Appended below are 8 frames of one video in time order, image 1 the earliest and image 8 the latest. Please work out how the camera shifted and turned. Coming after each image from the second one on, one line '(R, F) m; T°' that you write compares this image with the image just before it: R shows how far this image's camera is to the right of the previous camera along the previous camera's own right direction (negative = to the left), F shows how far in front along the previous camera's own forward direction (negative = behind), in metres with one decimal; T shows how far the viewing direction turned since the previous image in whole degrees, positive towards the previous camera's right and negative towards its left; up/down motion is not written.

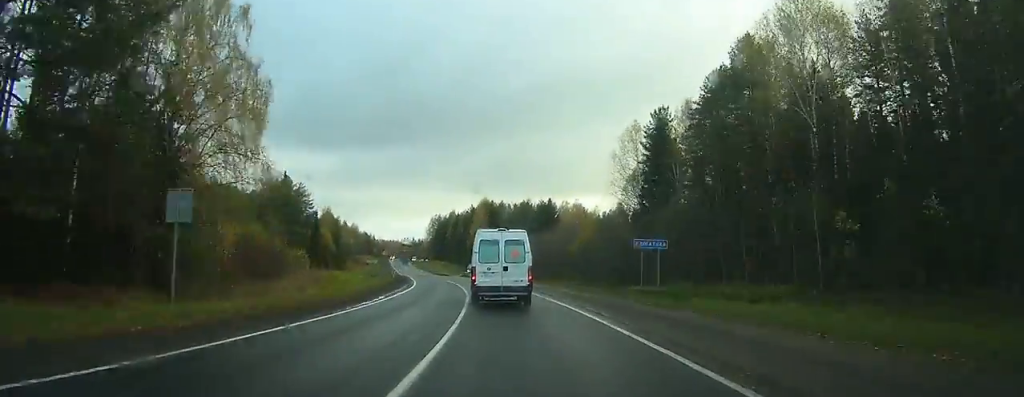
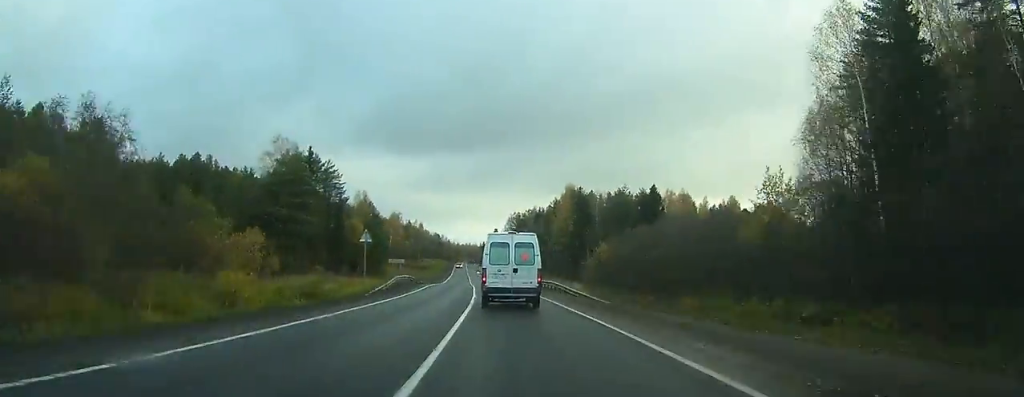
(-1.7, +41.2) m; -6°
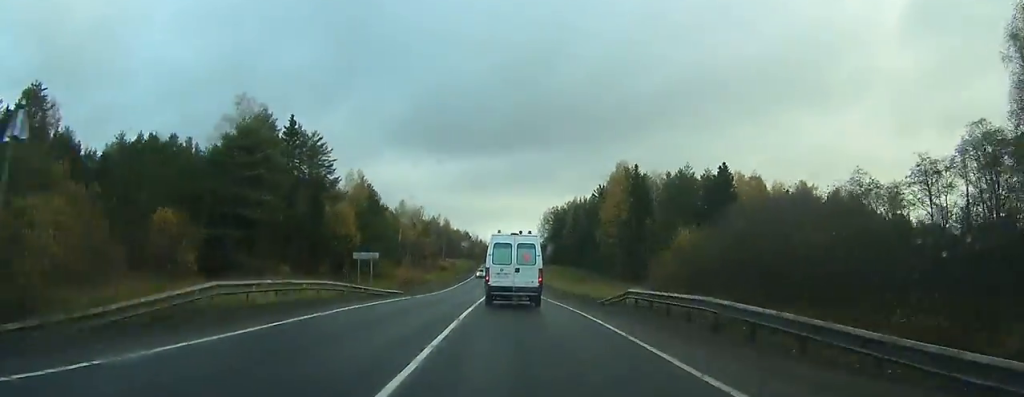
(-1.4, +29.1) m; -4°
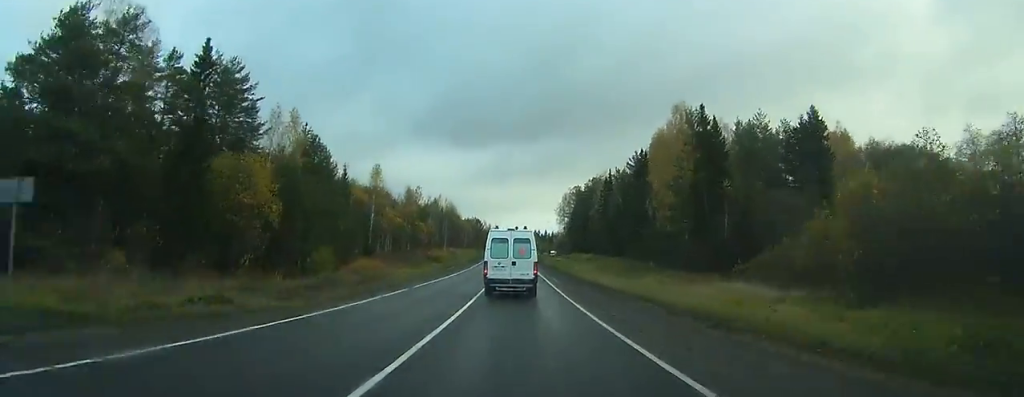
(-1.0, +34.3) m; -2°
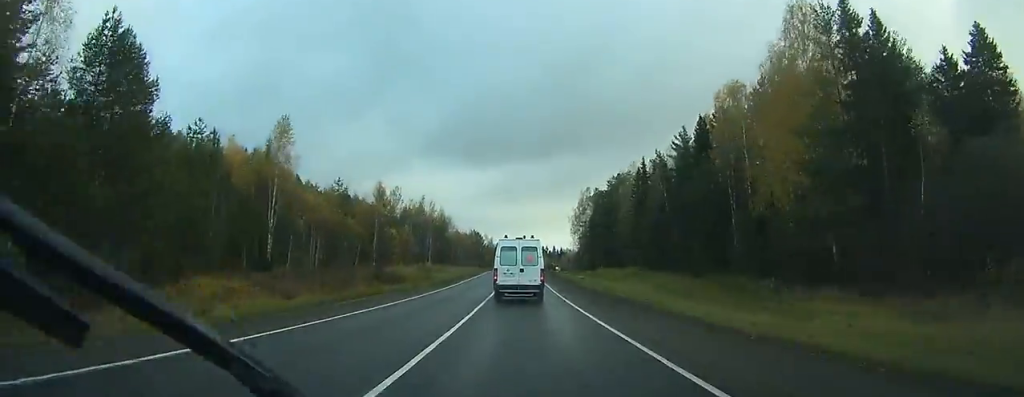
(-0.5, +37.4) m; -1°
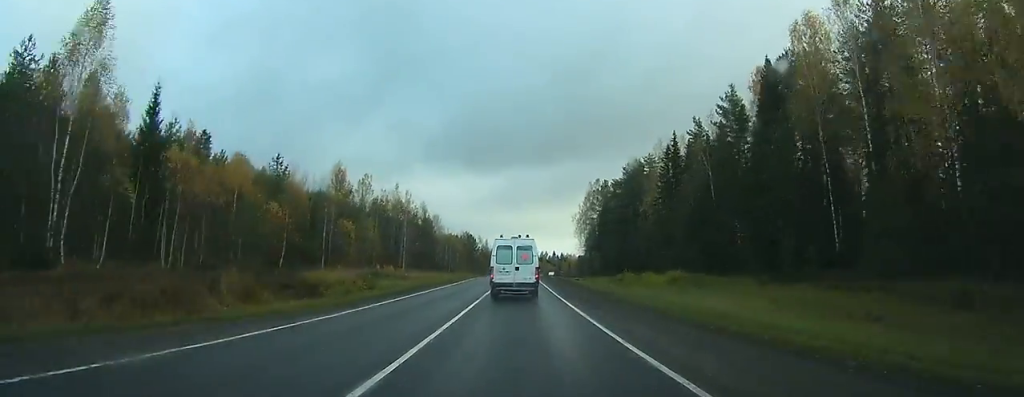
(-0.1, +25.5) m; 0°
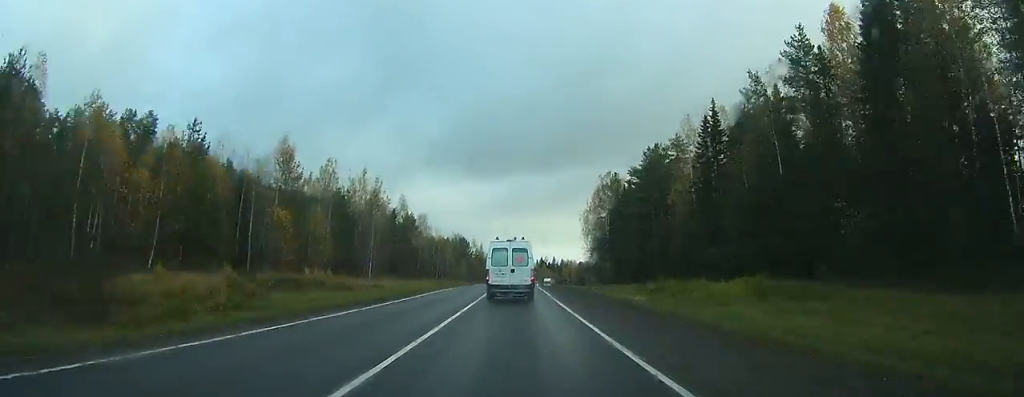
(-0.1, +20.5) m; 0°
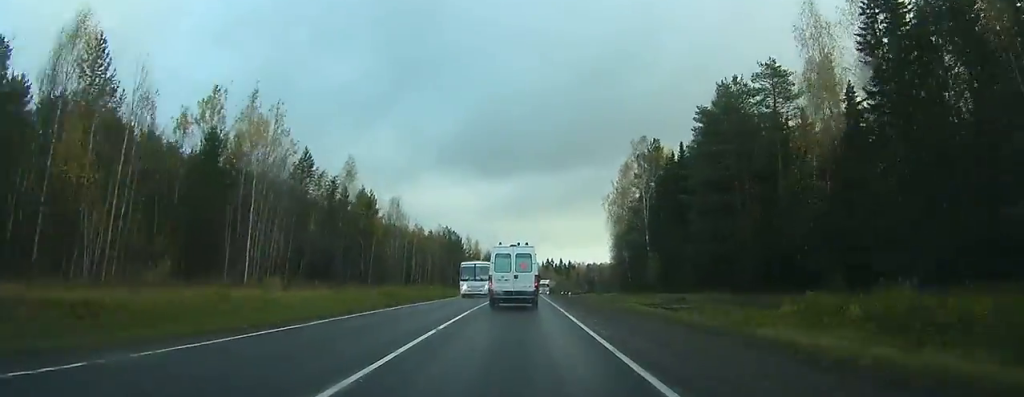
(0.0, +36.4) m; 0°
